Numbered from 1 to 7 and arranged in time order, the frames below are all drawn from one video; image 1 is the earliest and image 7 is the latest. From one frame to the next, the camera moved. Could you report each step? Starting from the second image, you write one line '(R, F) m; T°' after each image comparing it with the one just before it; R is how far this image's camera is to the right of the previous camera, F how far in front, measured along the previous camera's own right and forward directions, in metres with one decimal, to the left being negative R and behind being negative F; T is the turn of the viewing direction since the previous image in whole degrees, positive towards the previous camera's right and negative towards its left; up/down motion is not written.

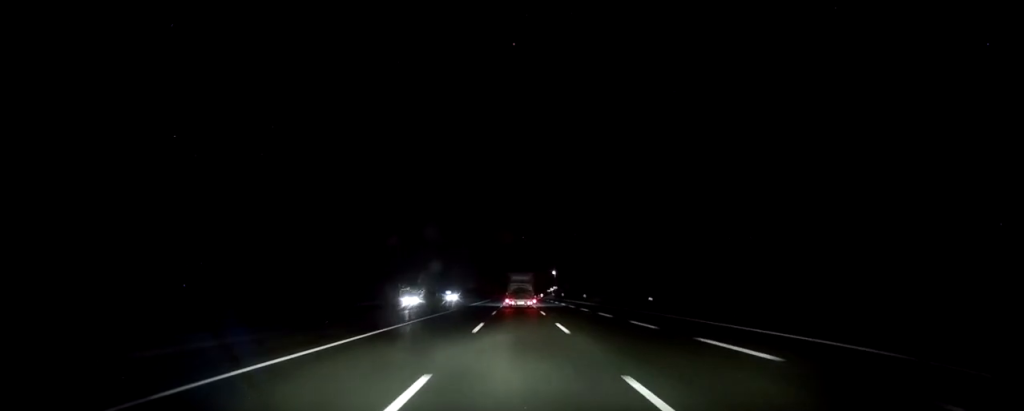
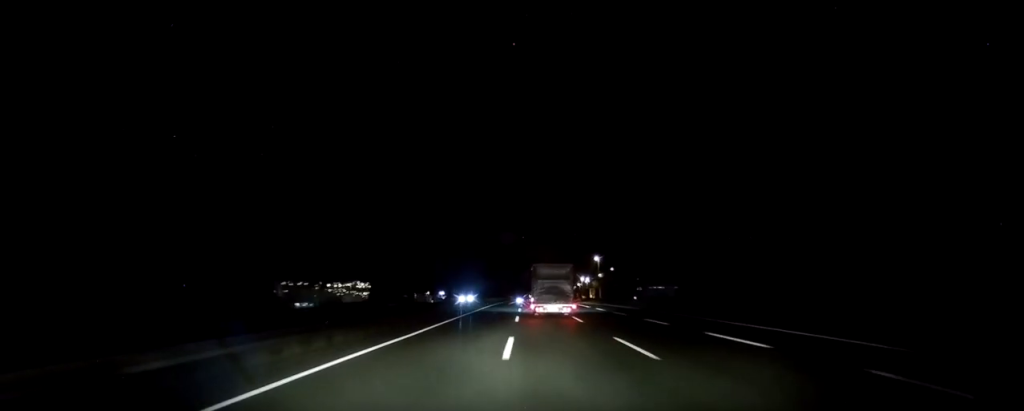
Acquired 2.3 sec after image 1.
(+0.9, +80.4) m; +1°
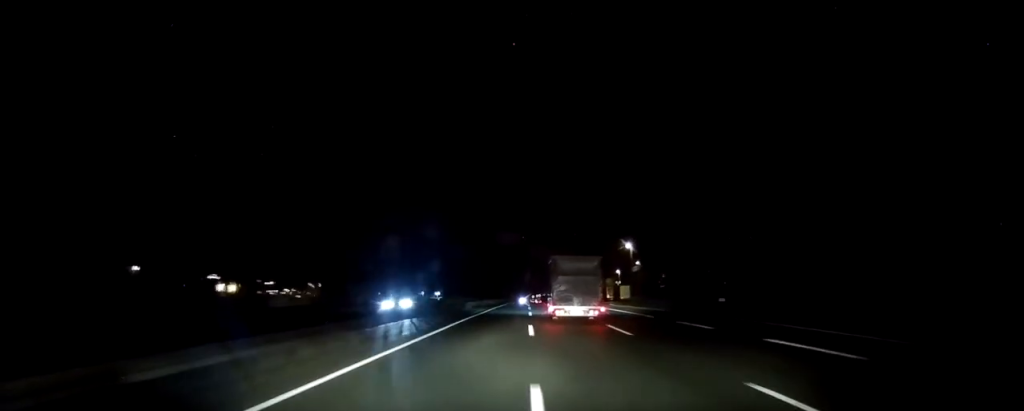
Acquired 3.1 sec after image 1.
(-0.2, +28.5) m; 0°
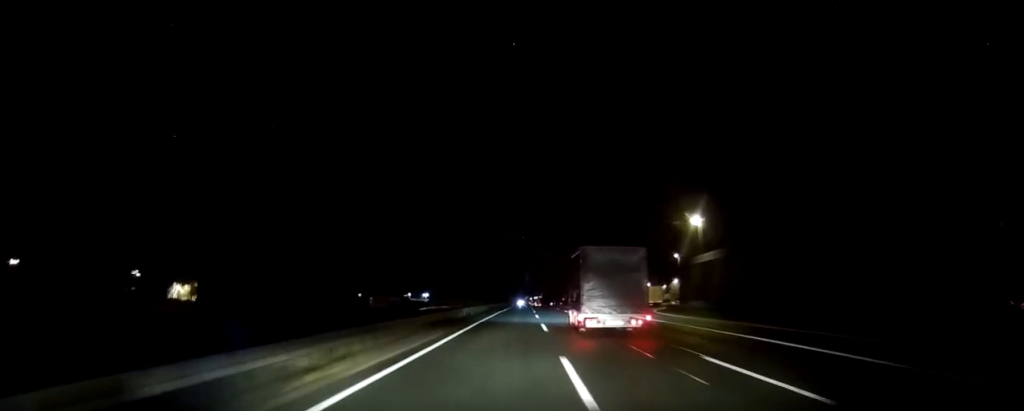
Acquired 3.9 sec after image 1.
(+0.2, +30.8) m; -1°
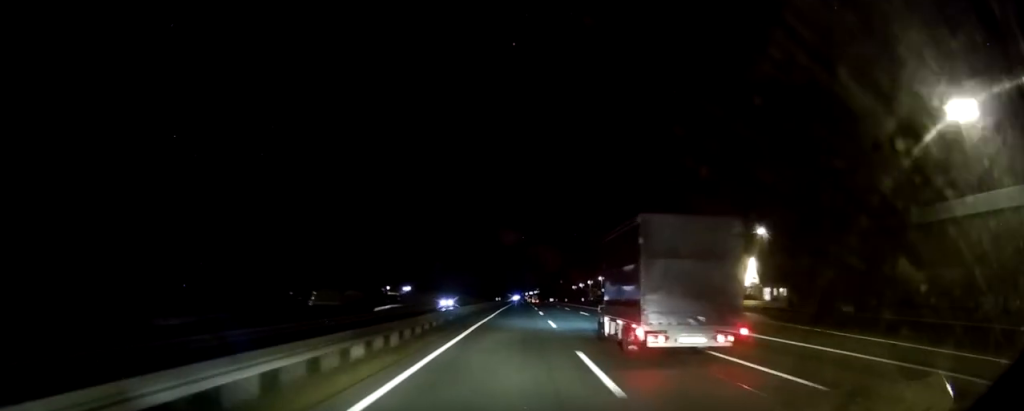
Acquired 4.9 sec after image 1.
(-0.7, +34.5) m; 0°
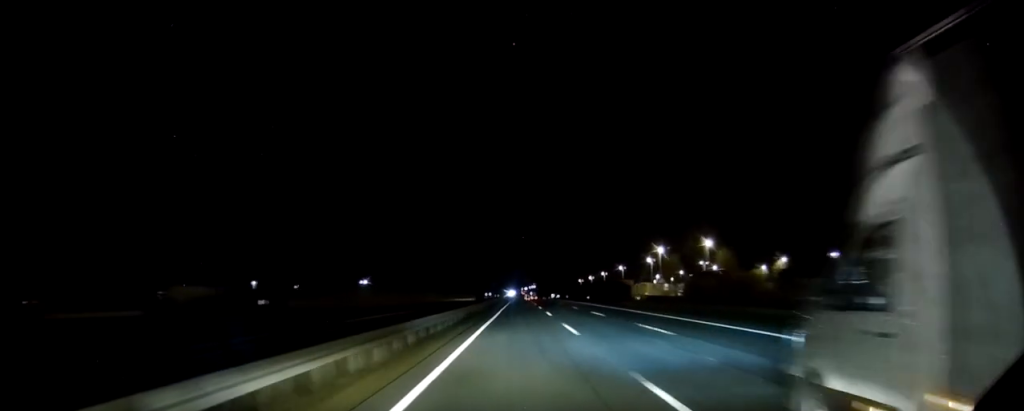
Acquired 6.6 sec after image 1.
(+1.4, +59.5) m; +1°
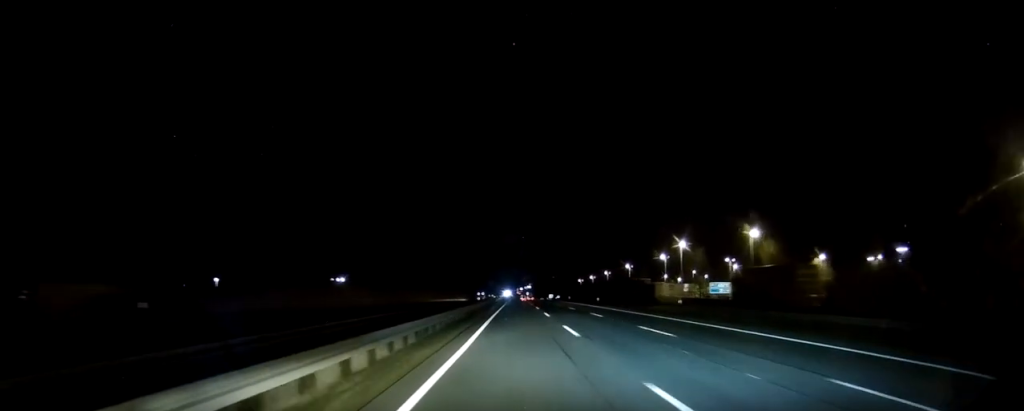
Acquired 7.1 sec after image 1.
(+0.1, +18.5) m; 0°
